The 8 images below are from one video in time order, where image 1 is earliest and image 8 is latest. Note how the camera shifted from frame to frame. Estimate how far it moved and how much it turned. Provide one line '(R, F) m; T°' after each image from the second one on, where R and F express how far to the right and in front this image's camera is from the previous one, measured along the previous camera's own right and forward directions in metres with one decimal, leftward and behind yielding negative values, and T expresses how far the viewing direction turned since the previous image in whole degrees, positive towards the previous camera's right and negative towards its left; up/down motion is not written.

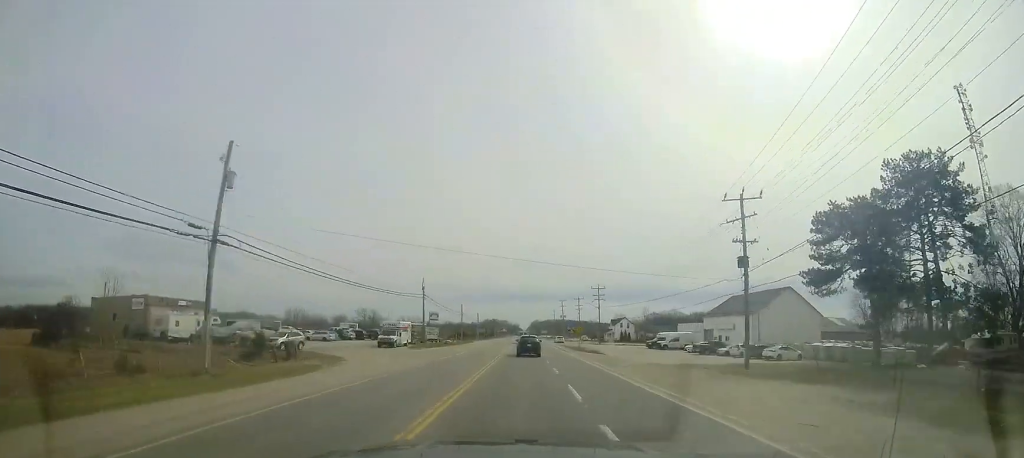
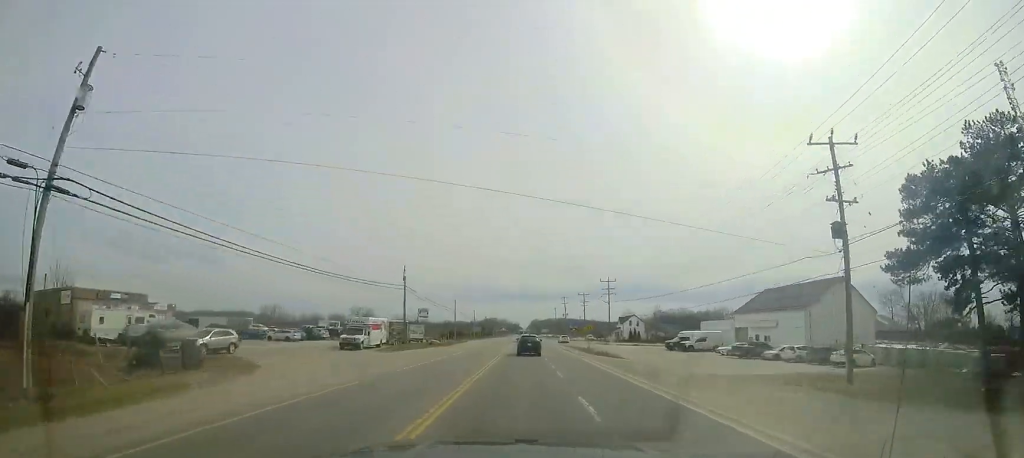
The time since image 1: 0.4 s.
(+0.1, +9.2) m; 0°
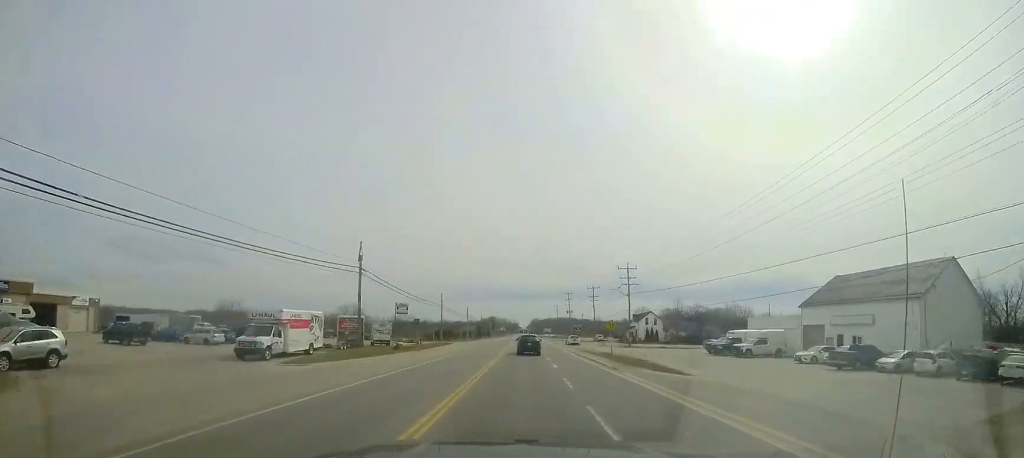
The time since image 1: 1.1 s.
(-0.3, +13.4) m; 0°
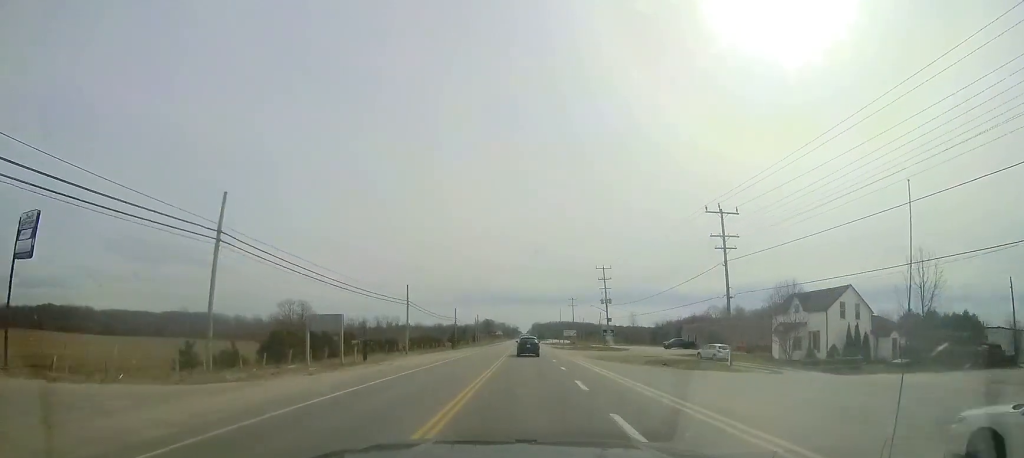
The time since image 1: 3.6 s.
(+1.0, +54.3) m; +1°
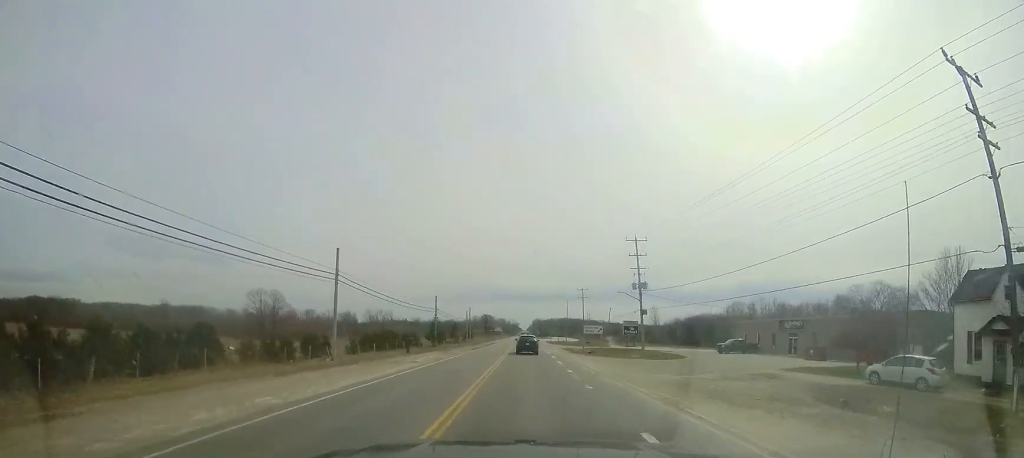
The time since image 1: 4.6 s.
(0.0, +19.7) m; 0°
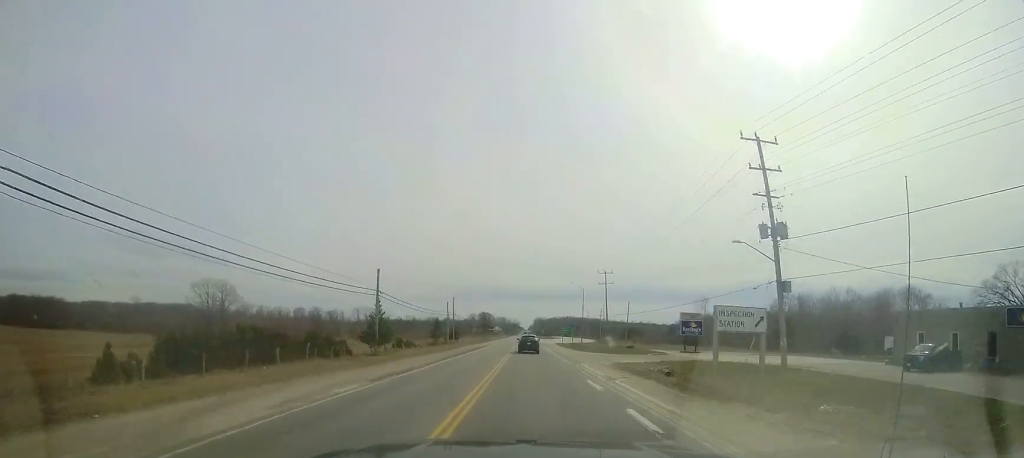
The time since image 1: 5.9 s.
(0.0, +27.4) m; -1°
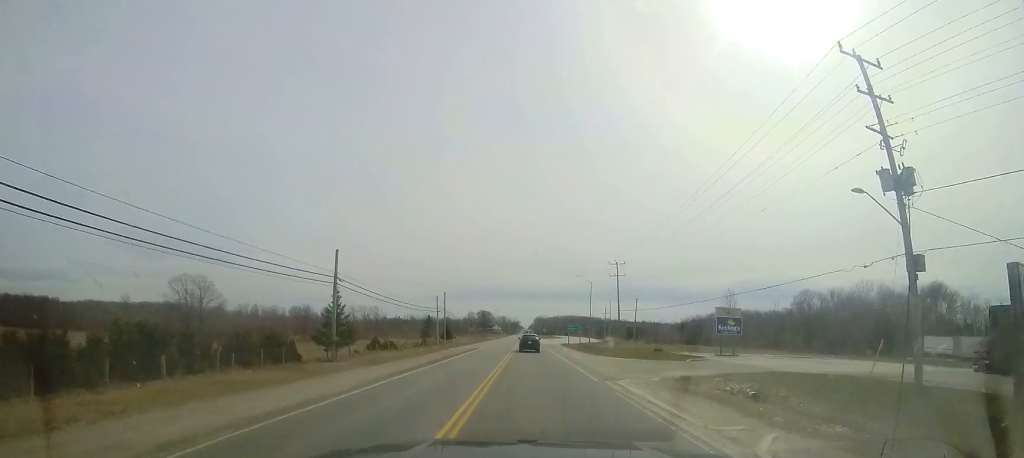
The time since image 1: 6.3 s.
(+0.1, +9.2) m; 0°
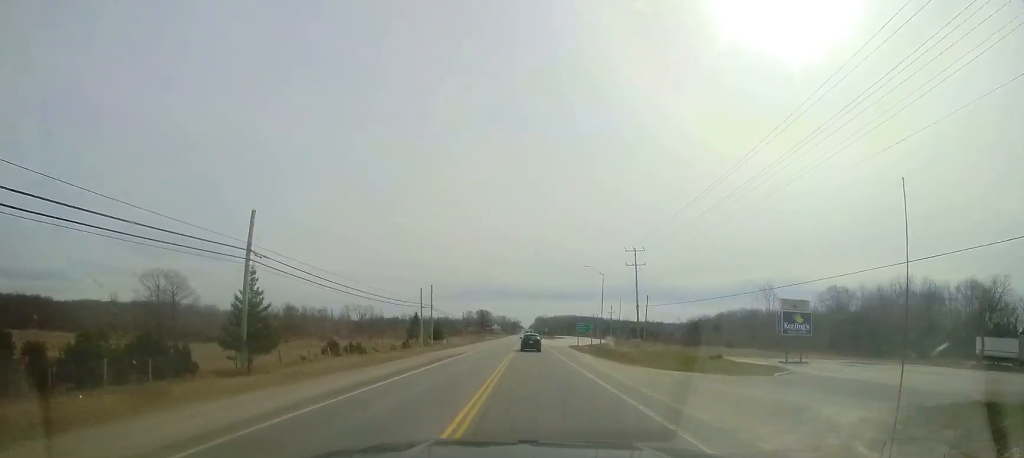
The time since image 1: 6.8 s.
(-0.2, +10.7) m; 0°
